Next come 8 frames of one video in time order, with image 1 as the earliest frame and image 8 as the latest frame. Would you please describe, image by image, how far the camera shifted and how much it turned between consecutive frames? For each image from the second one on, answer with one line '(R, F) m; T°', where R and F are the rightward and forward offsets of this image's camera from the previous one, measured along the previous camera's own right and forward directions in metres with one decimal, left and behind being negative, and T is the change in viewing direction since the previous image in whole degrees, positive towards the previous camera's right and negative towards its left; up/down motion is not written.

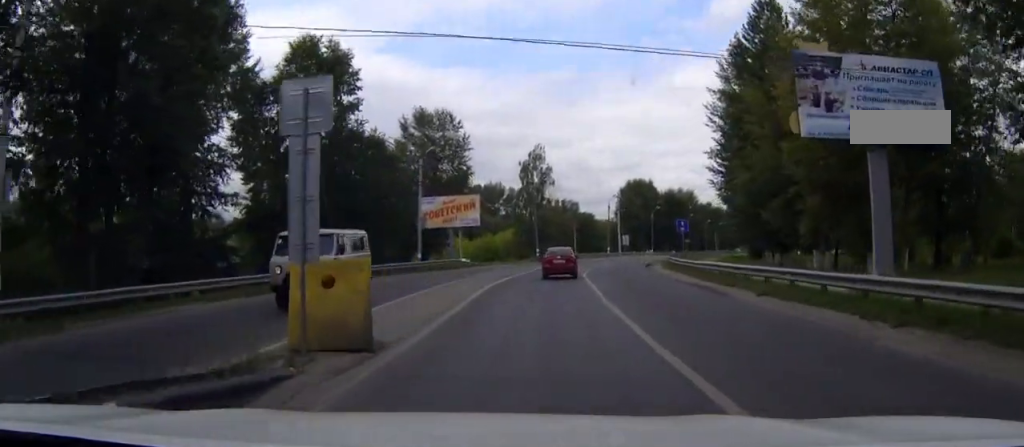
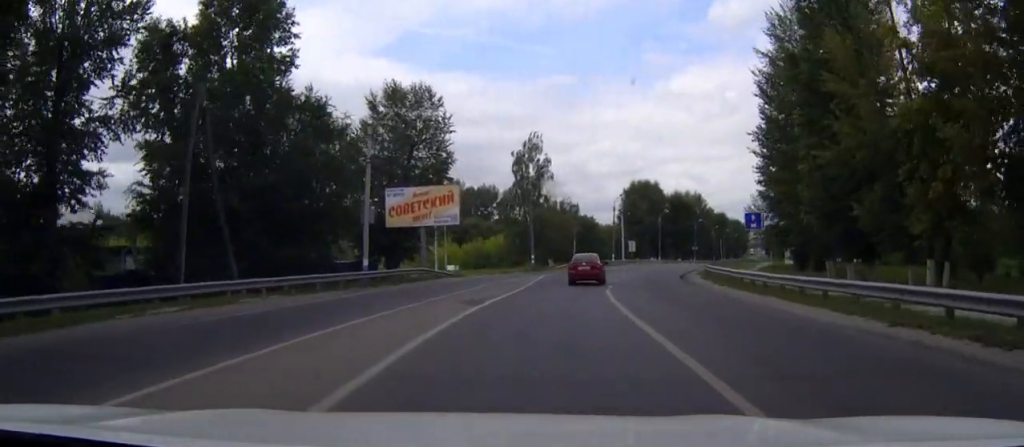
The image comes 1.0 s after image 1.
(0.0, +15.9) m; +1°
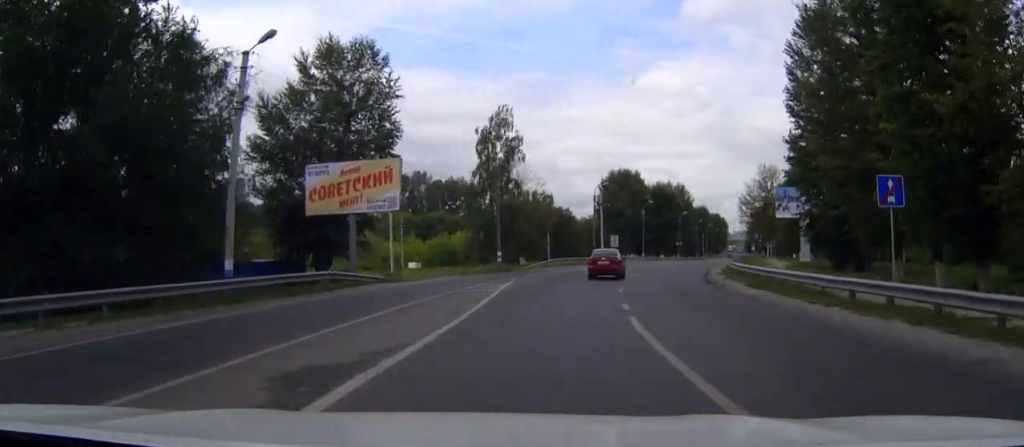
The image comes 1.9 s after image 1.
(+0.2, +14.6) m; +2°
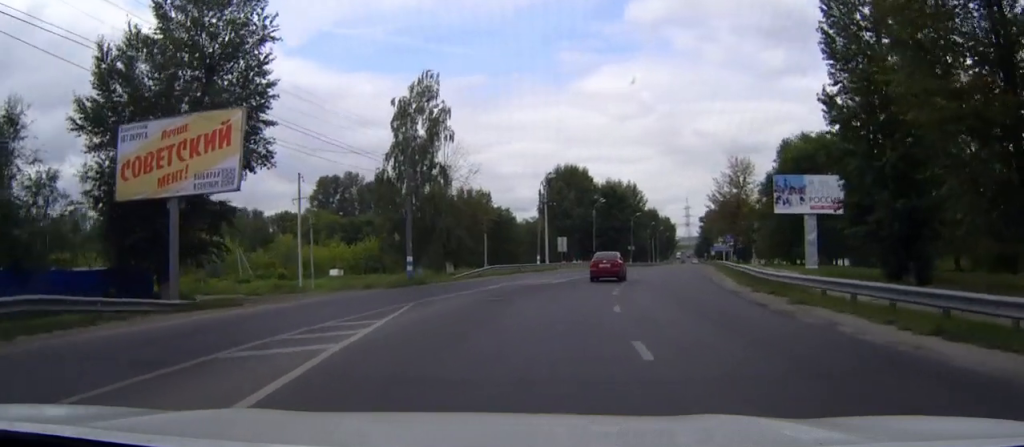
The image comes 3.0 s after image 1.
(+0.5, +16.6) m; +3°
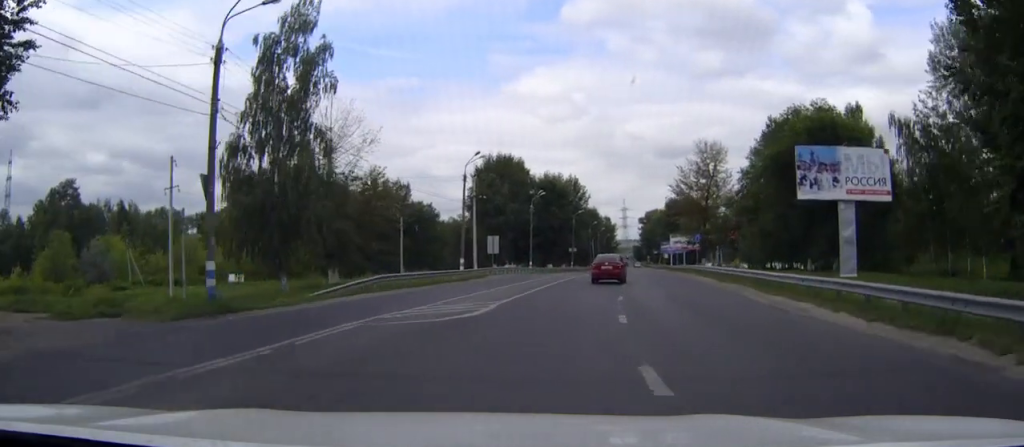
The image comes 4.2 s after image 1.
(+0.7, +18.5) m; +4°
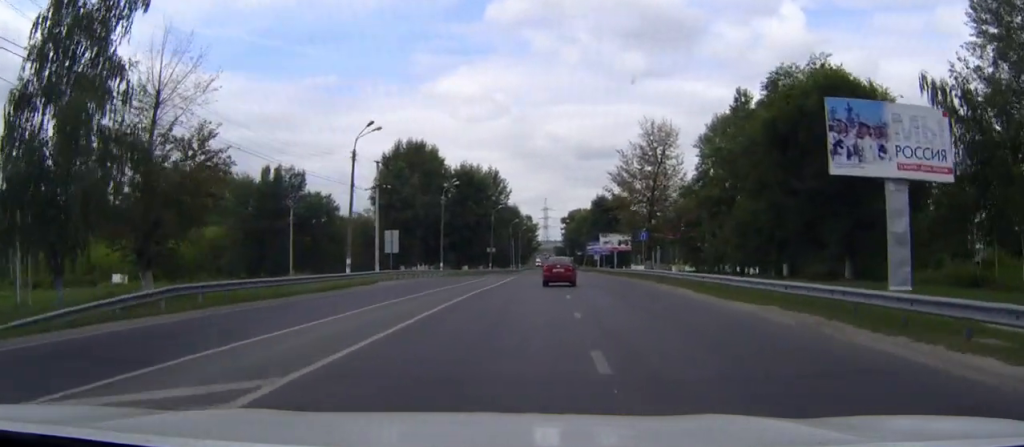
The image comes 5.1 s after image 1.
(+0.4, +14.7) m; +3°
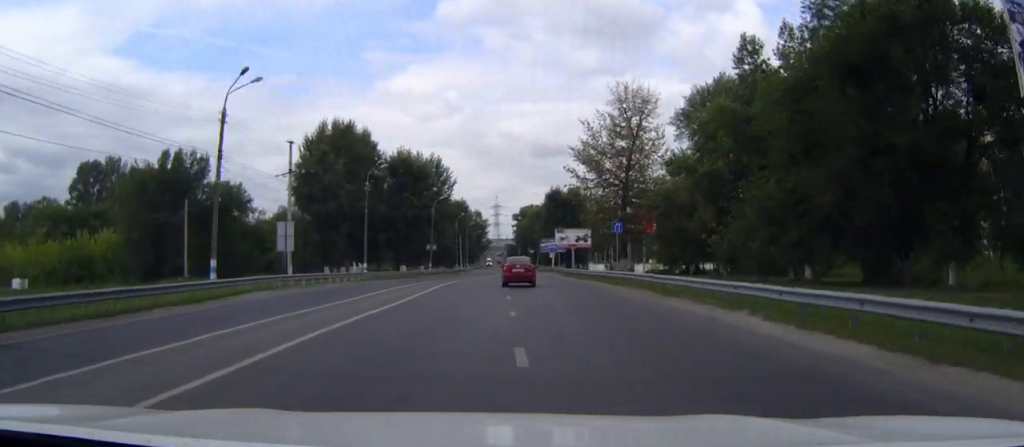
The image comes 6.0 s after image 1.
(+0.2, +15.5) m; +4°
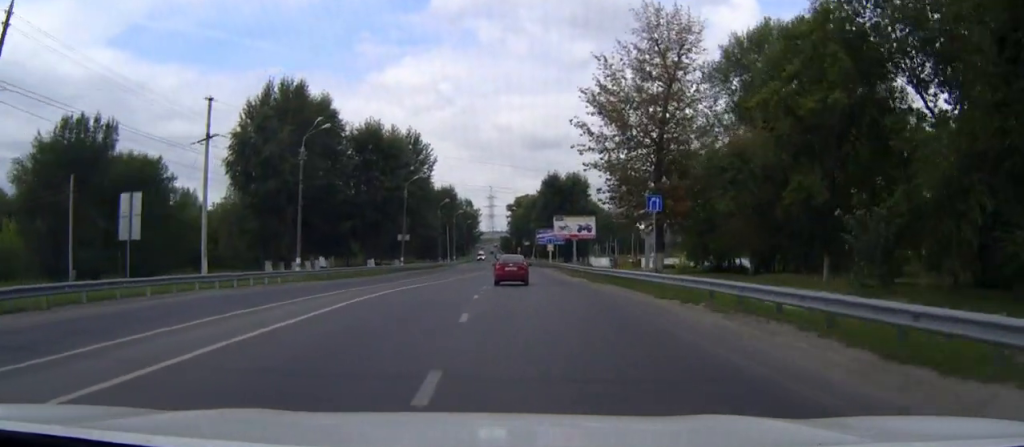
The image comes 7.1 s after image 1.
(+1.1, +18.4) m; +4°
